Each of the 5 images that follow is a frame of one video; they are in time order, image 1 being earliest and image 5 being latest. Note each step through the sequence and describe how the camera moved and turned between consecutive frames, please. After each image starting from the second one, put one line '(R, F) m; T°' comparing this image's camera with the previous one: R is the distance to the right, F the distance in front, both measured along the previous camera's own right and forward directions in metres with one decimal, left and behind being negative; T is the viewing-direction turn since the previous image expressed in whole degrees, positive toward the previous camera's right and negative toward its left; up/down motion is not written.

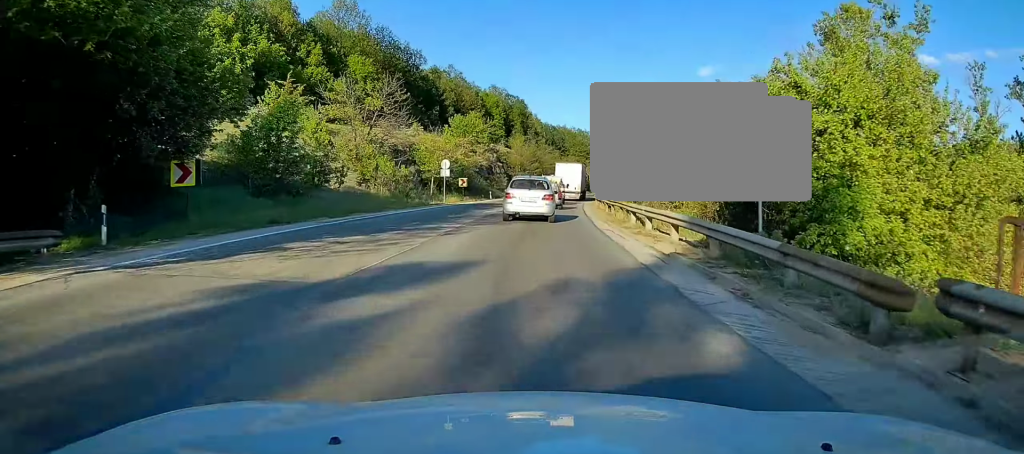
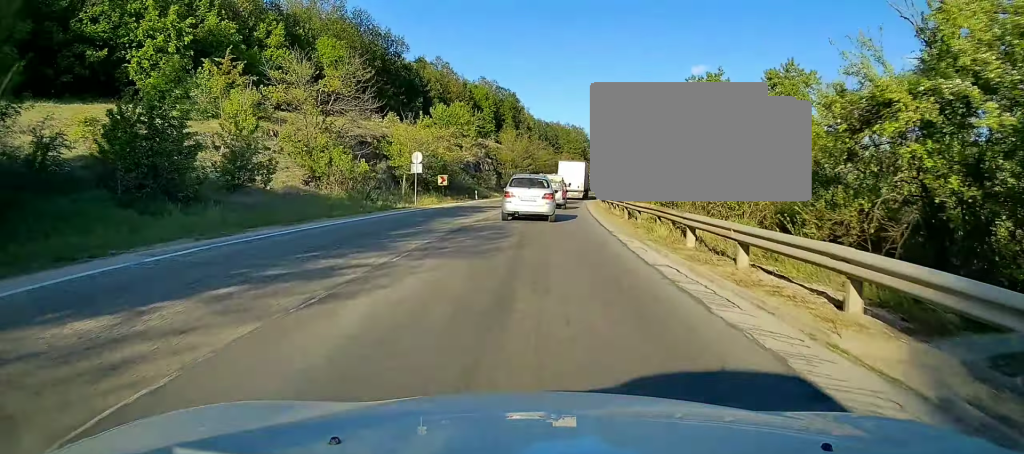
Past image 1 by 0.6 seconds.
(0.0, +9.2) m; 0°
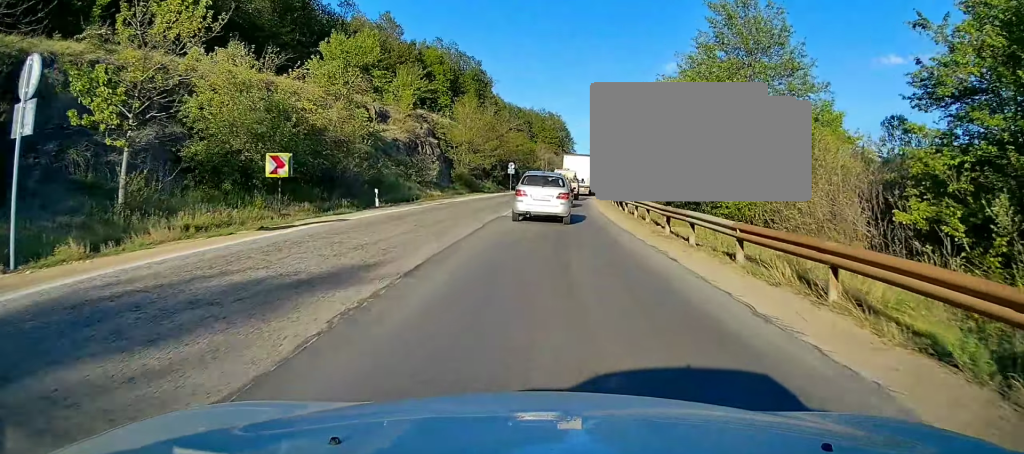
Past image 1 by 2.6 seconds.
(+0.4, +29.7) m; +3°
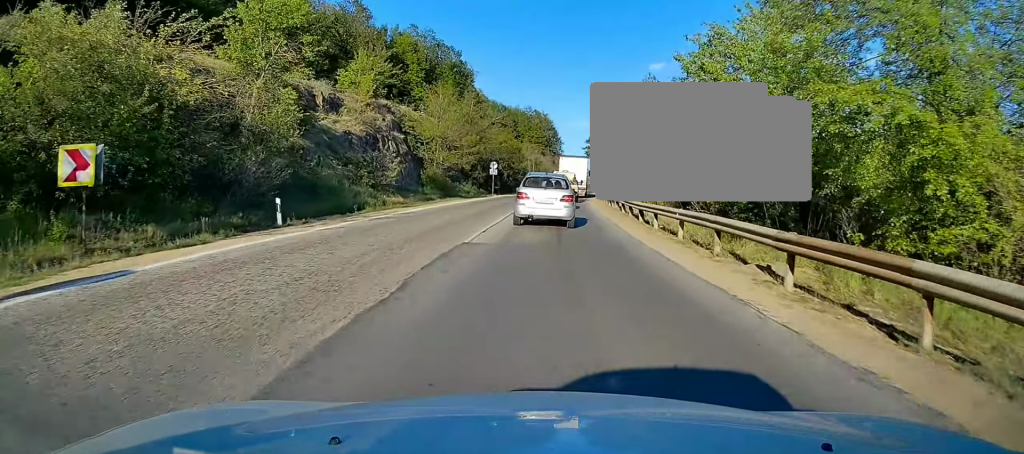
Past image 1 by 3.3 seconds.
(+0.2, +9.6) m; +2°
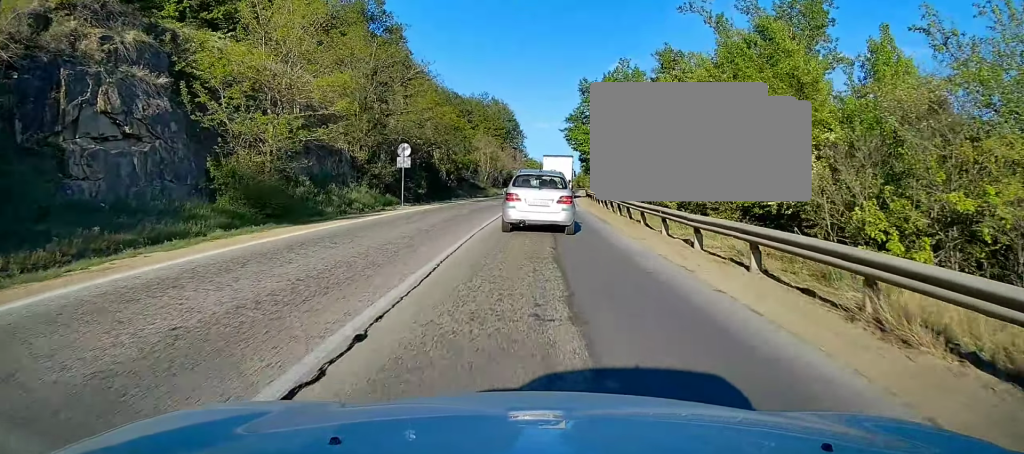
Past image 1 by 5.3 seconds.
(+0.8, +29.2) m; +1°
